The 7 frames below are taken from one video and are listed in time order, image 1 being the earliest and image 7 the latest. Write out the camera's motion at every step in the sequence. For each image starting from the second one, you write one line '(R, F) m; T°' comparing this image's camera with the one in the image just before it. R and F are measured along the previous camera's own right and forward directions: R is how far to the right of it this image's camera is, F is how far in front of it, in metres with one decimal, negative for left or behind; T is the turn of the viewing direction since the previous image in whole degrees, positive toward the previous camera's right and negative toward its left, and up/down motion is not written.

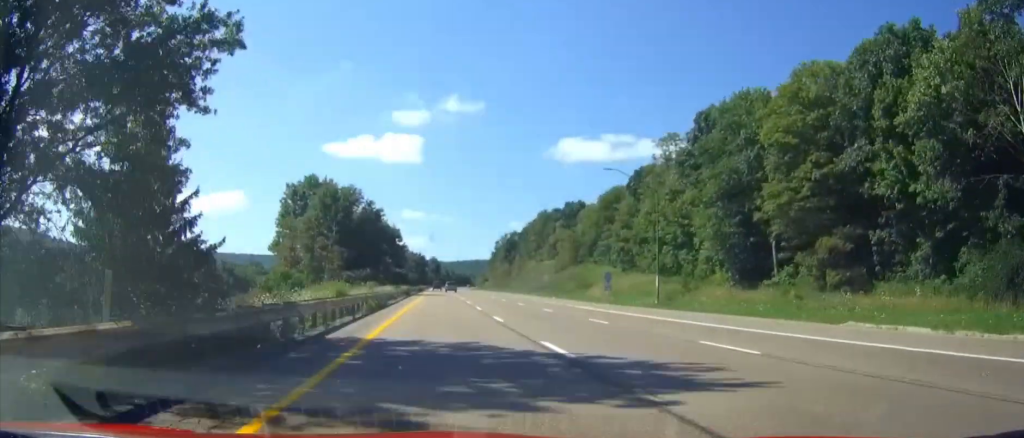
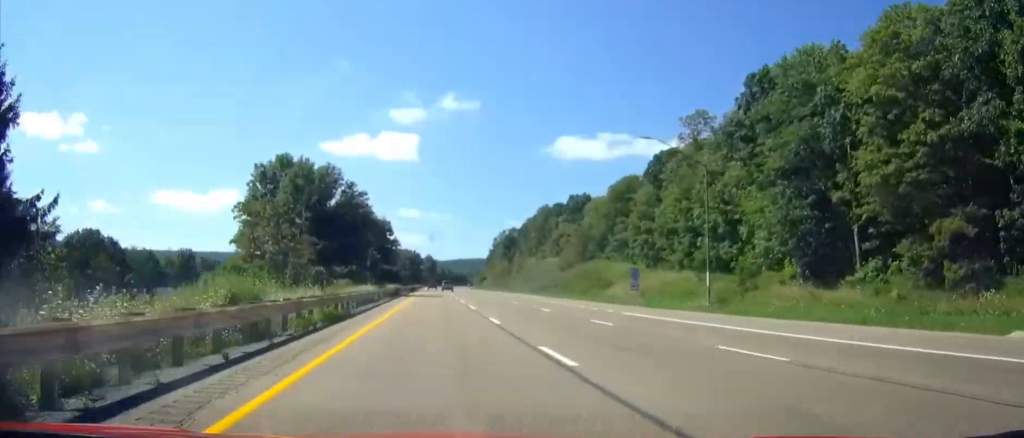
(0.0, +14.0) m; 0°
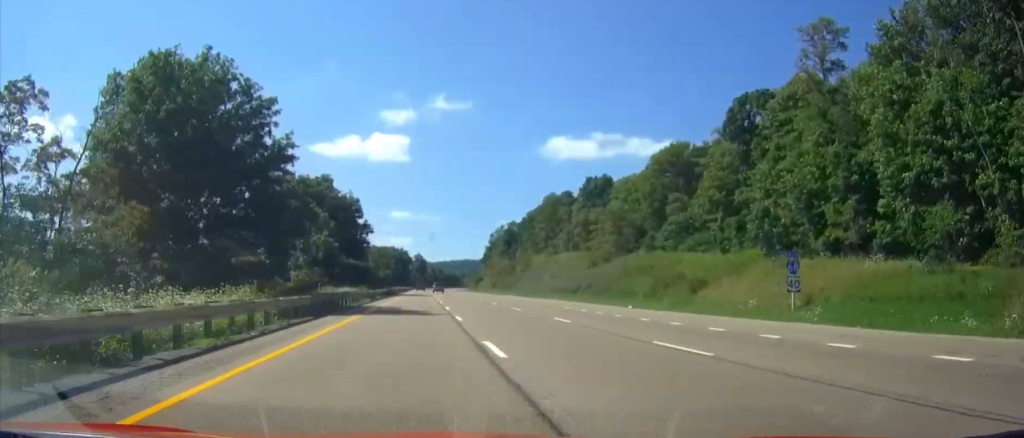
(0.0, +35.6) m; 0°
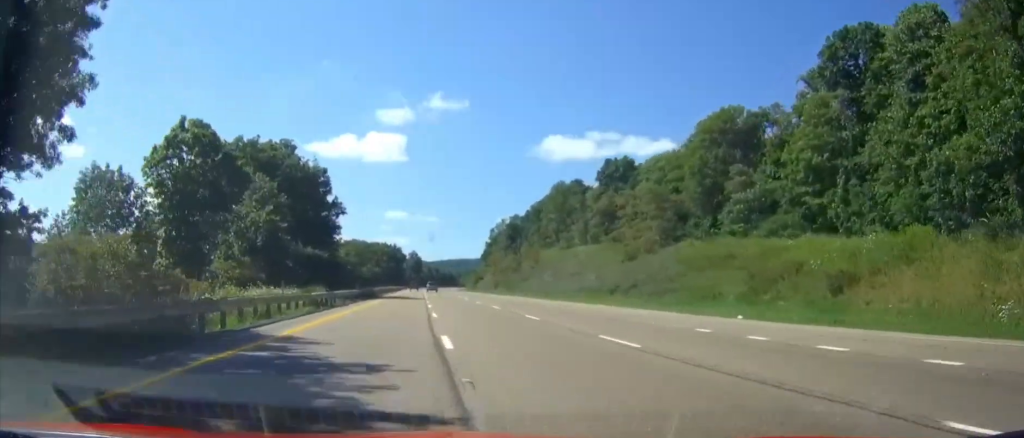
(0.0, +22.7) m; 0°
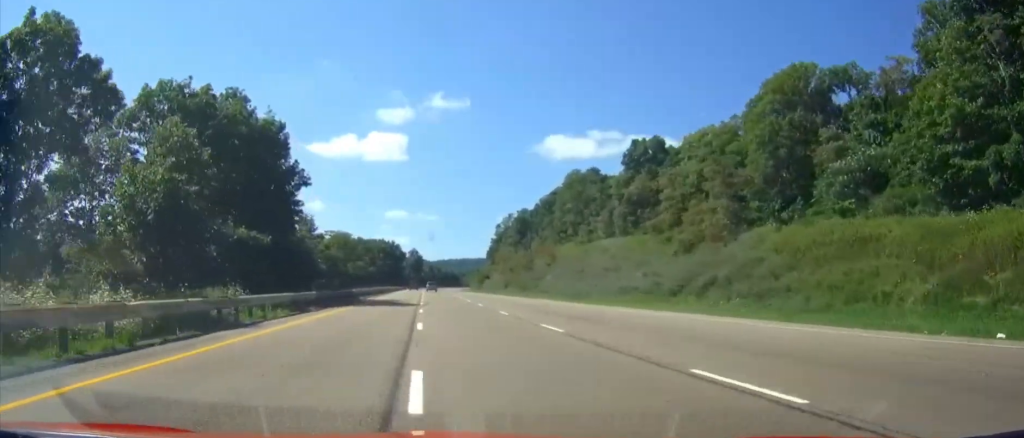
(0.0, +19.5) m; 0°
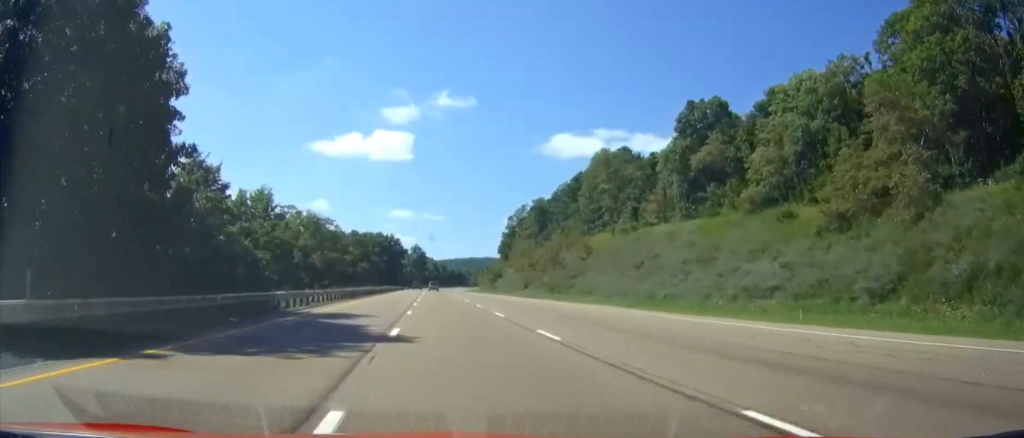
(0.0, +27.1) m; 0°
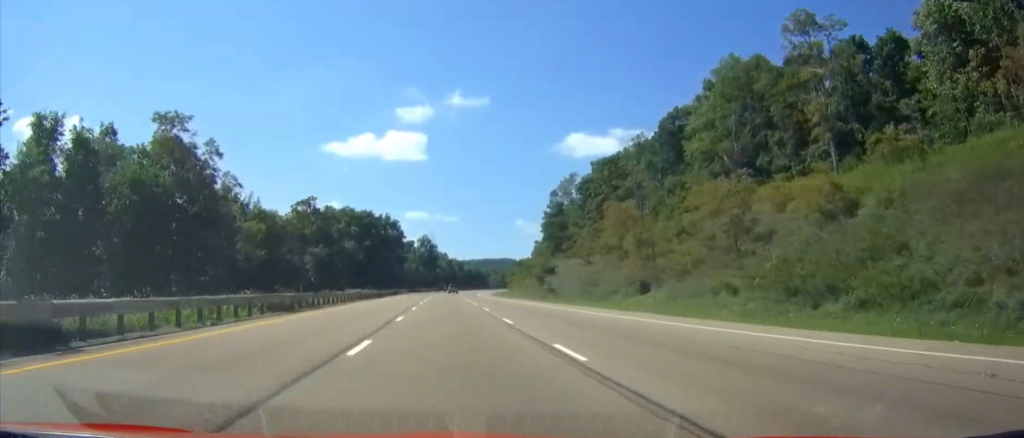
(+0.1, +65.3) m; 0°
